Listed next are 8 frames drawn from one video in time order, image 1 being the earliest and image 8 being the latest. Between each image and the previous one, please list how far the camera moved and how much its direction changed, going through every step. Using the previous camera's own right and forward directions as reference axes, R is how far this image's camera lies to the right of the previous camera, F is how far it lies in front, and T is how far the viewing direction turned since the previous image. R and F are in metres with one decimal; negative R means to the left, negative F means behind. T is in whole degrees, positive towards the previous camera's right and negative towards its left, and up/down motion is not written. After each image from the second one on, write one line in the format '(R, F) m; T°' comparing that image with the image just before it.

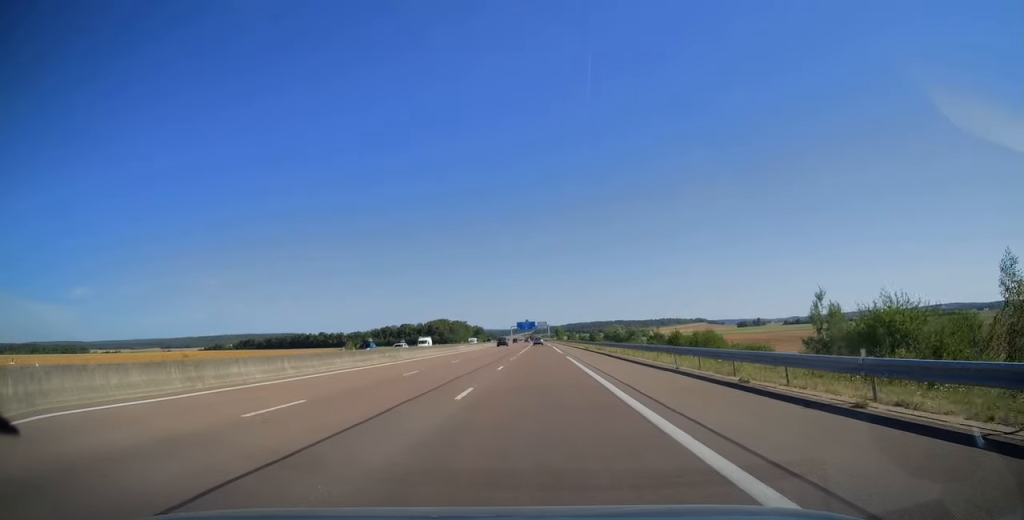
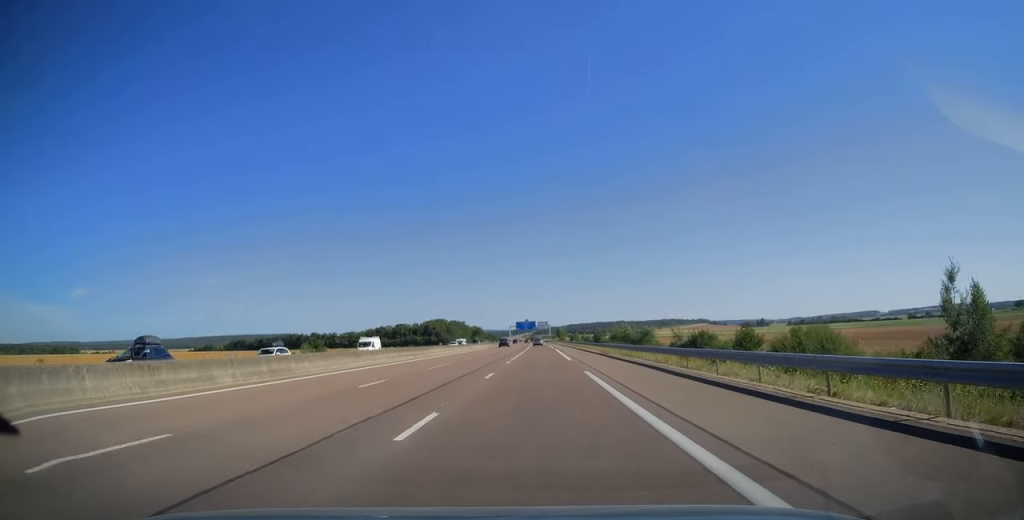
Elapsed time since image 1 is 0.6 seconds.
(0.0, +18.2) m; 0°
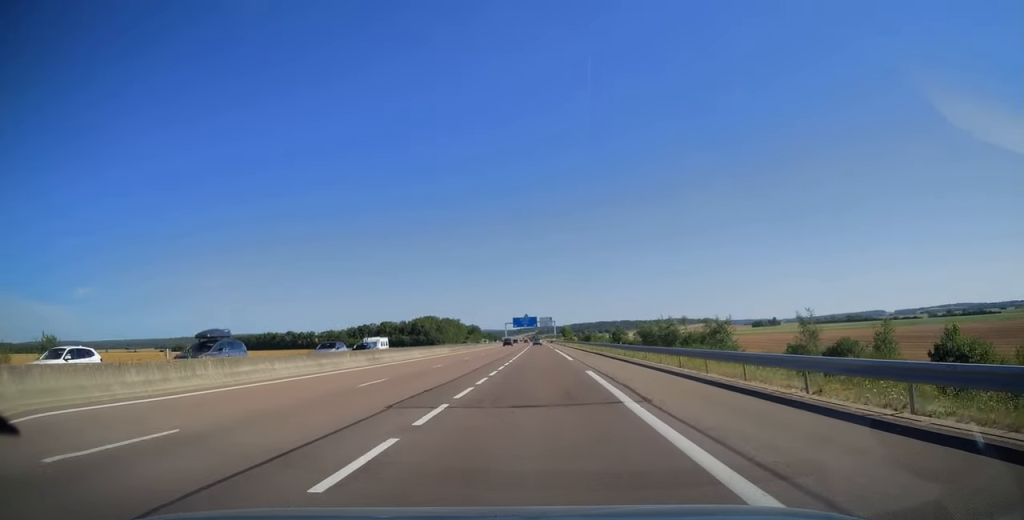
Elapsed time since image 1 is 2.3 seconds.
(-0.1, +51.2) m; 0°
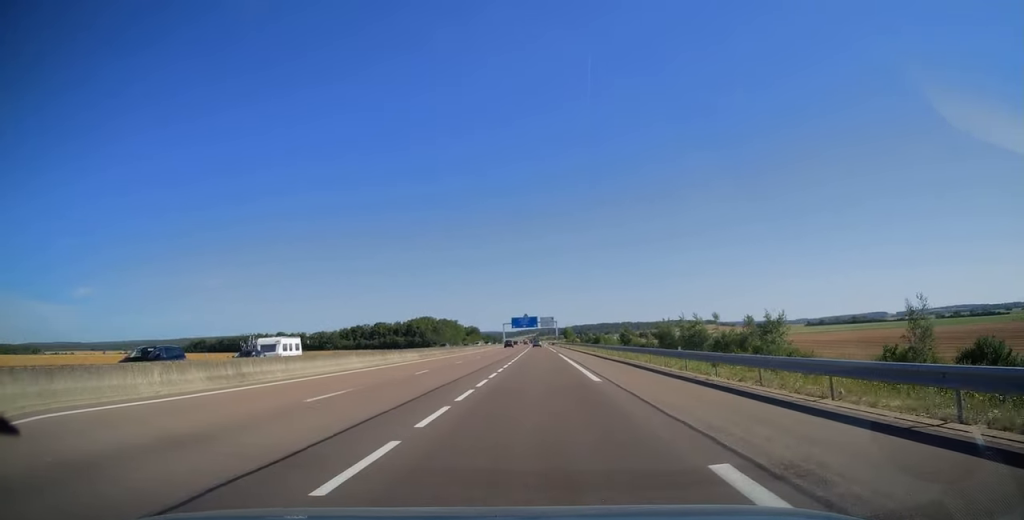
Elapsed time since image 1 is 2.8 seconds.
(0.0, +17.2) m; 0°
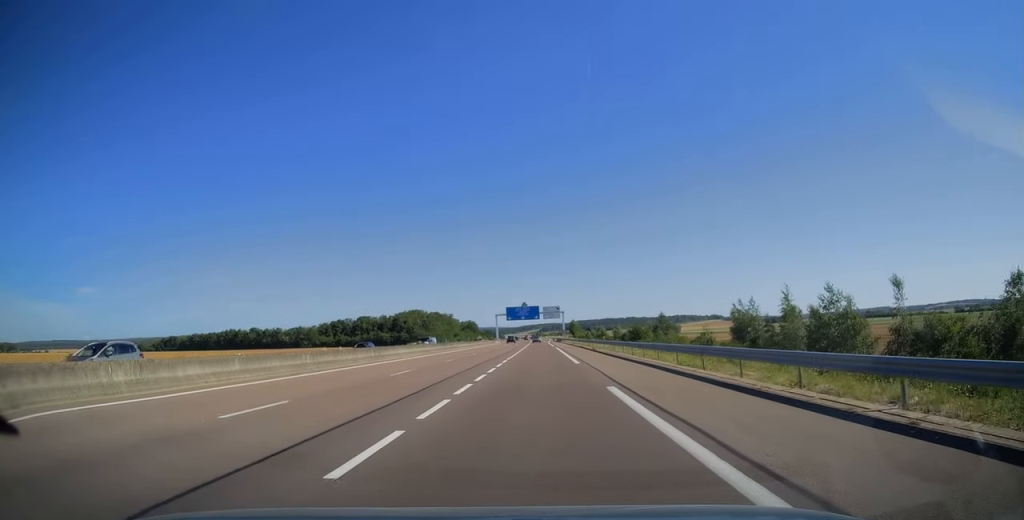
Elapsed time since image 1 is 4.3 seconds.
(0.0, +42.6) m; 0°
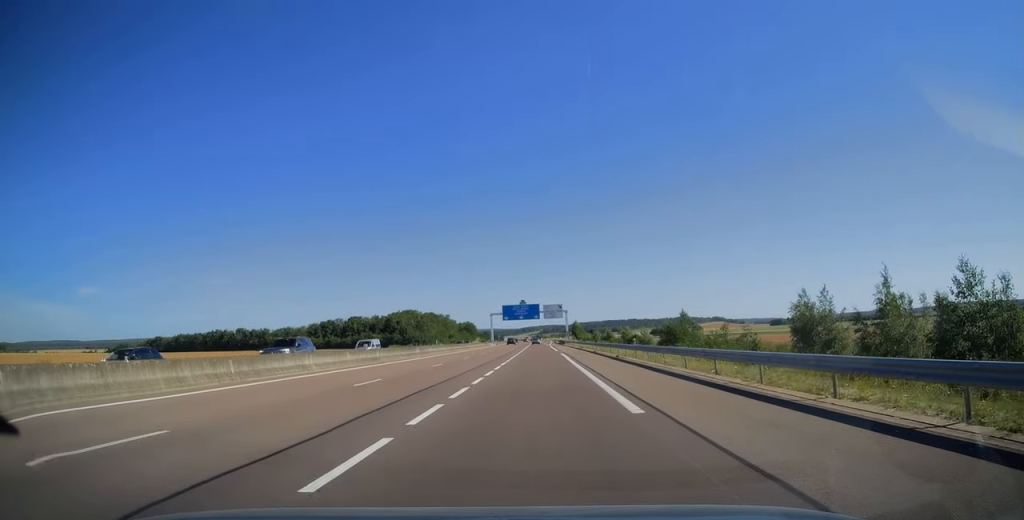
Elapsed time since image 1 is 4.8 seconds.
(0.0, +17.7) m; 0°
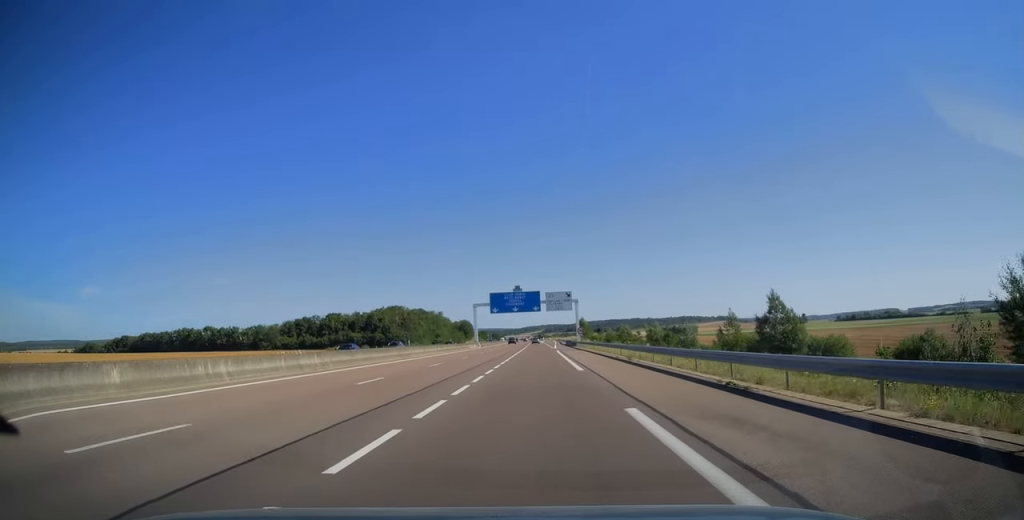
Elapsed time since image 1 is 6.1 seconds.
(0.0, +38.0) m; 0°
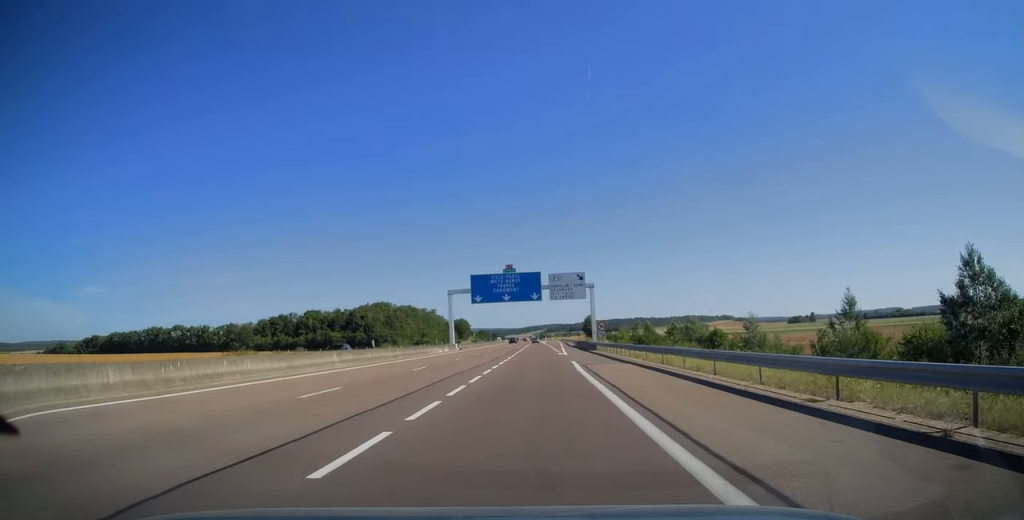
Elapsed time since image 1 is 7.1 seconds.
(-0.1, +30.3) m; 0°
